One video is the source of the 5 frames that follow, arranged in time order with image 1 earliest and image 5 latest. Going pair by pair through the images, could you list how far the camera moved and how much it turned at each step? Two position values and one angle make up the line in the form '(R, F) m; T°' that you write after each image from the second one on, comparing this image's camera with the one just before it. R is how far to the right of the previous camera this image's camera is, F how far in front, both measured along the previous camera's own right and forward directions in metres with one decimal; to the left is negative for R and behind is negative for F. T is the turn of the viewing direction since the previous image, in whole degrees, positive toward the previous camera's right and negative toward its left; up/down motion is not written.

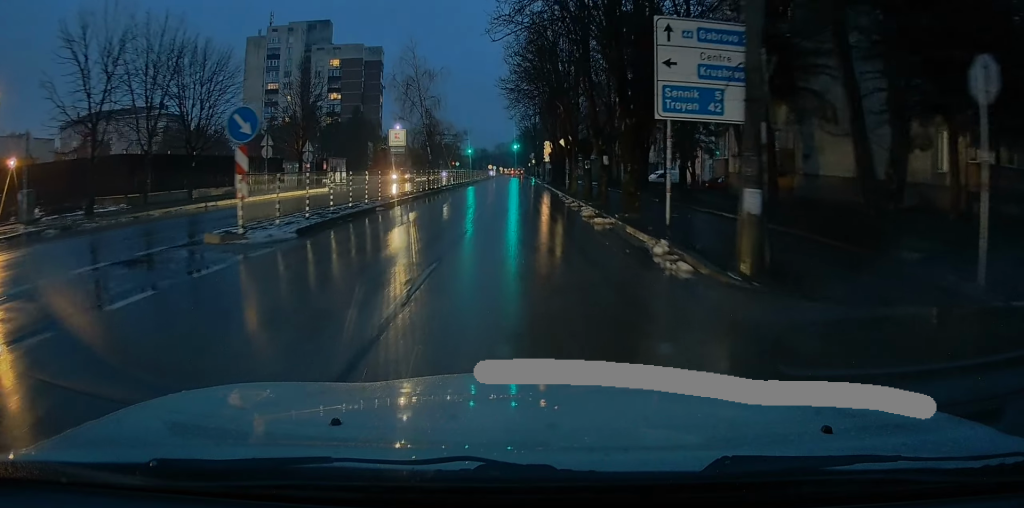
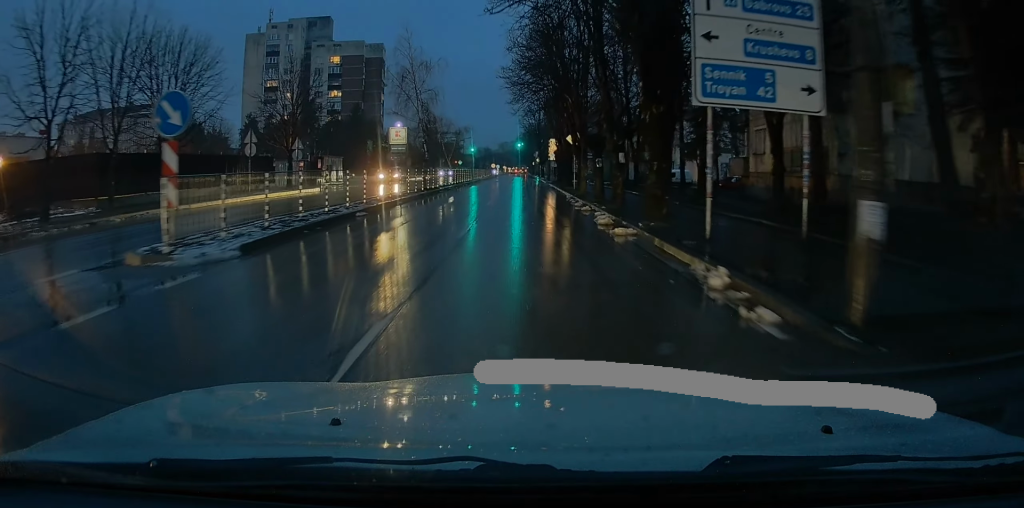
(-0.2, +2.9) m; -1°
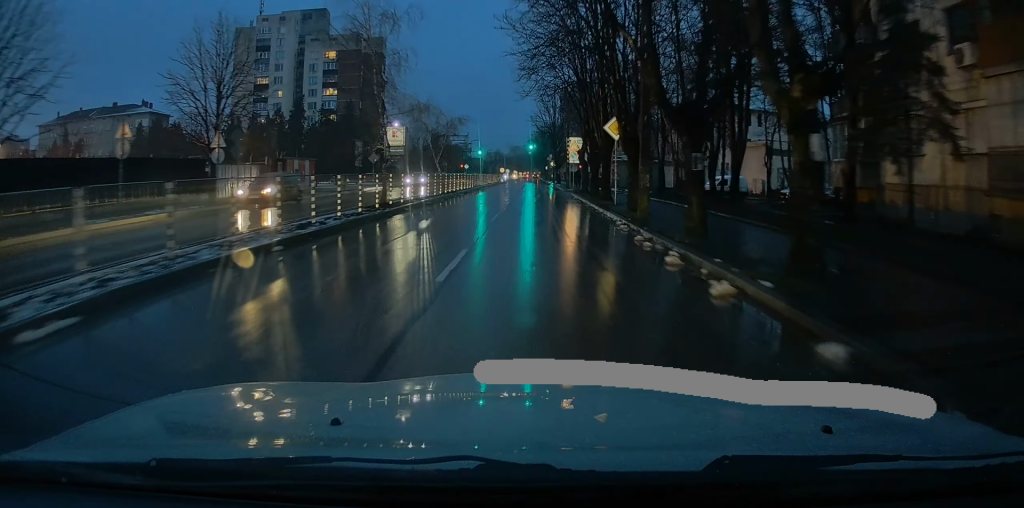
(-0.1, +12.8) m; +2°
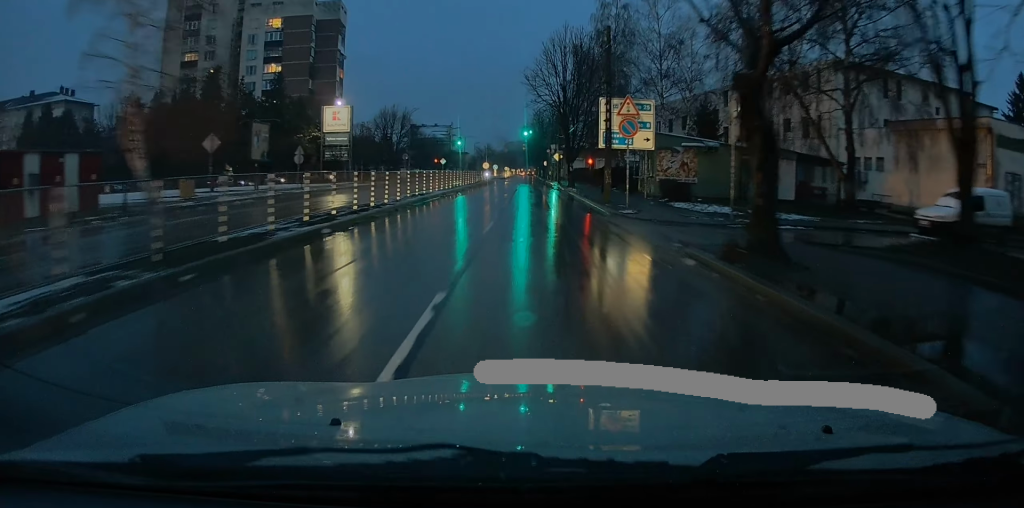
(-0.1, +29.8) m; -1°
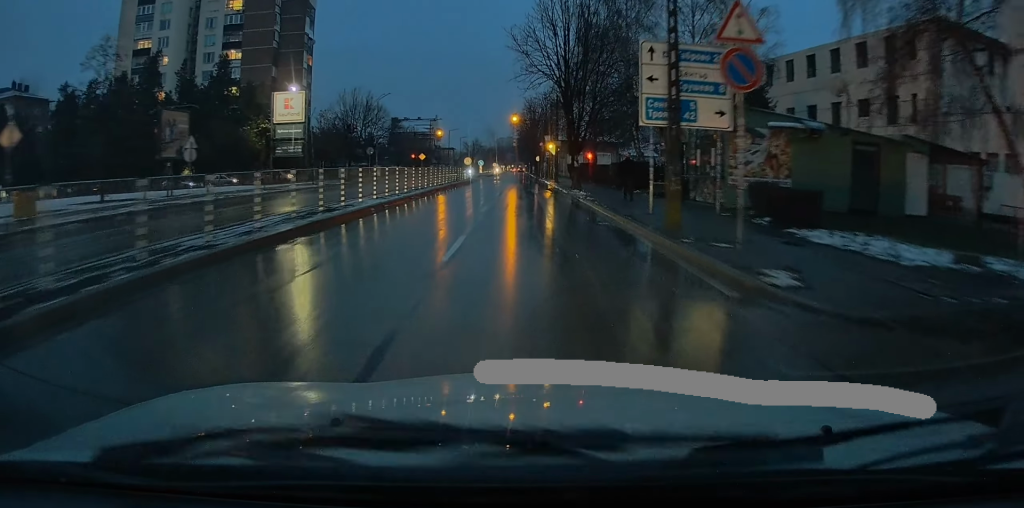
(0.0, +12.3) m; 0°
